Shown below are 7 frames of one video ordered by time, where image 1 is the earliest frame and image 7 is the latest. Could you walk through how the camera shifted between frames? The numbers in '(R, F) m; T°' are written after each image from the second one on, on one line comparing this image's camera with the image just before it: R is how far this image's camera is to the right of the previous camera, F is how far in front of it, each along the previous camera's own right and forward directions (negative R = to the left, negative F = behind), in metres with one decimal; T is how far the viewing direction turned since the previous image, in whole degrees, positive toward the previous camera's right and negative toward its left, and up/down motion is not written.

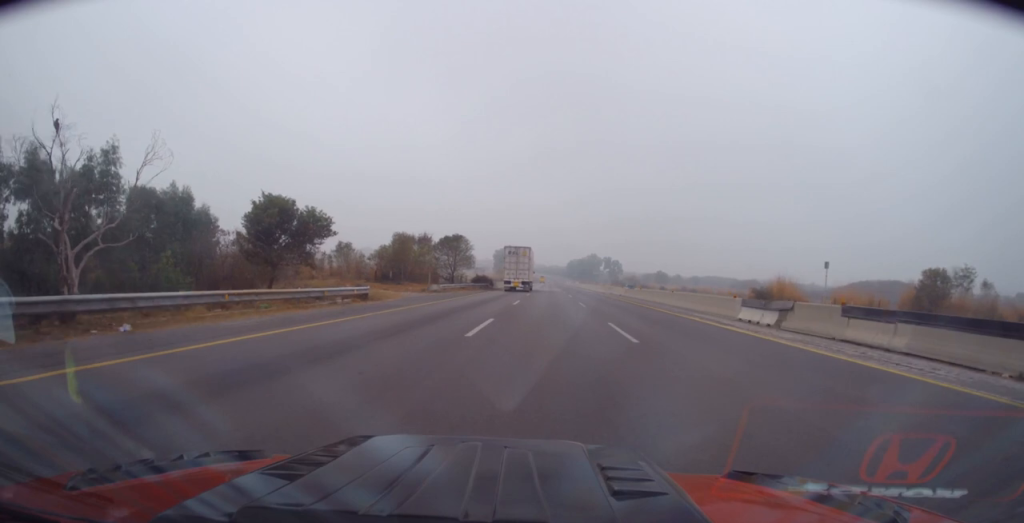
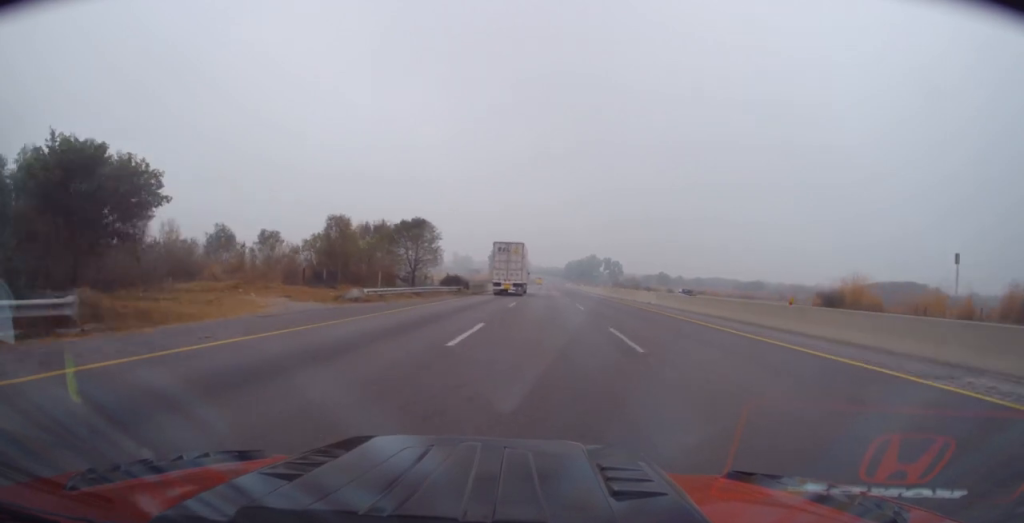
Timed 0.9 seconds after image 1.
(-0.3, +19.5) m; 0°
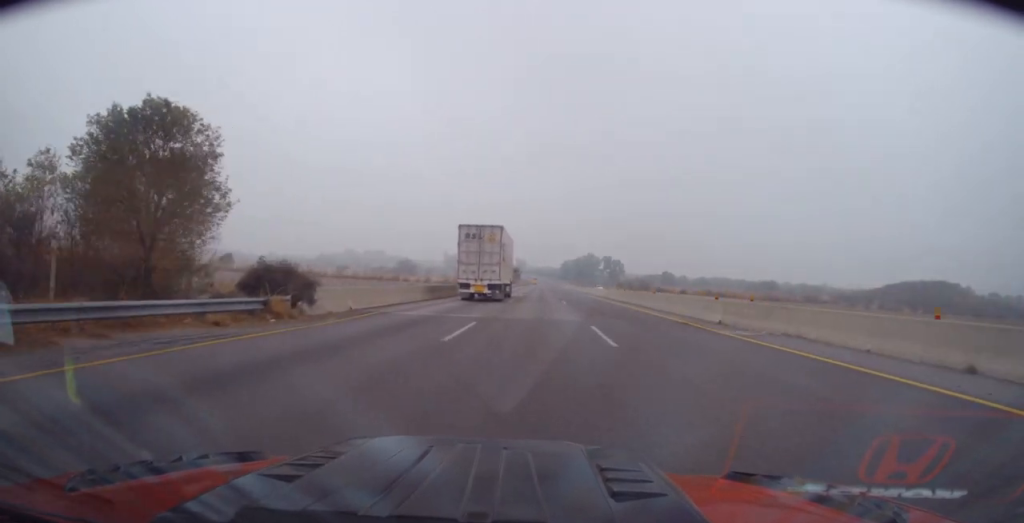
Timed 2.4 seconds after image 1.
(+0.4, +34.7) m; +1°
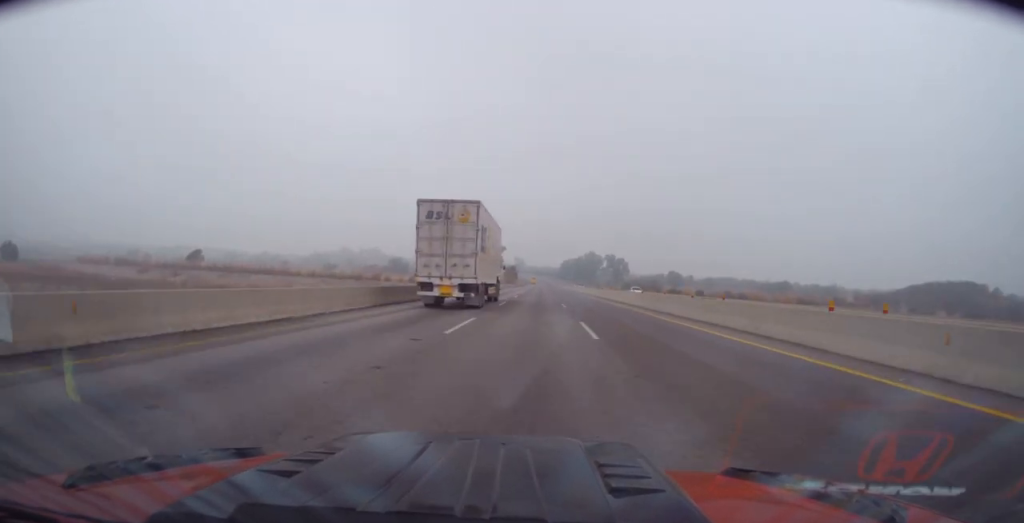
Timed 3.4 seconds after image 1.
(0.0, +23.3) m; +1°
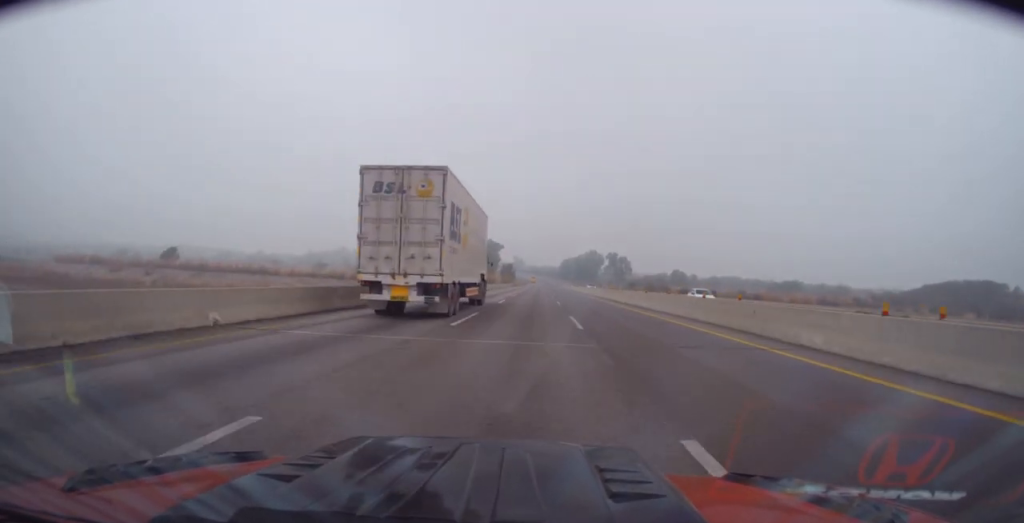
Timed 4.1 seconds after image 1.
(+0.1, +15.7) m; 0°
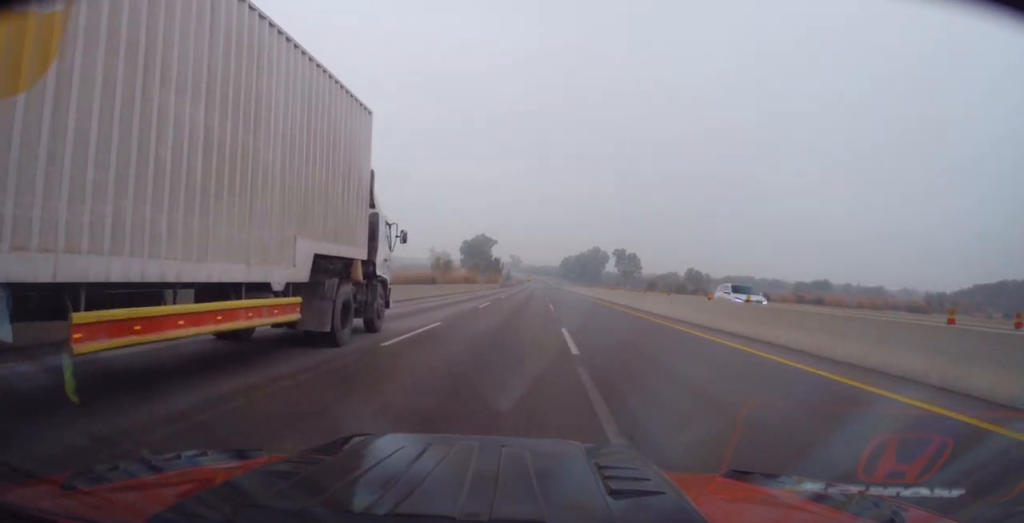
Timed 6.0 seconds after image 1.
(-0.6, +41.6) m; -2°
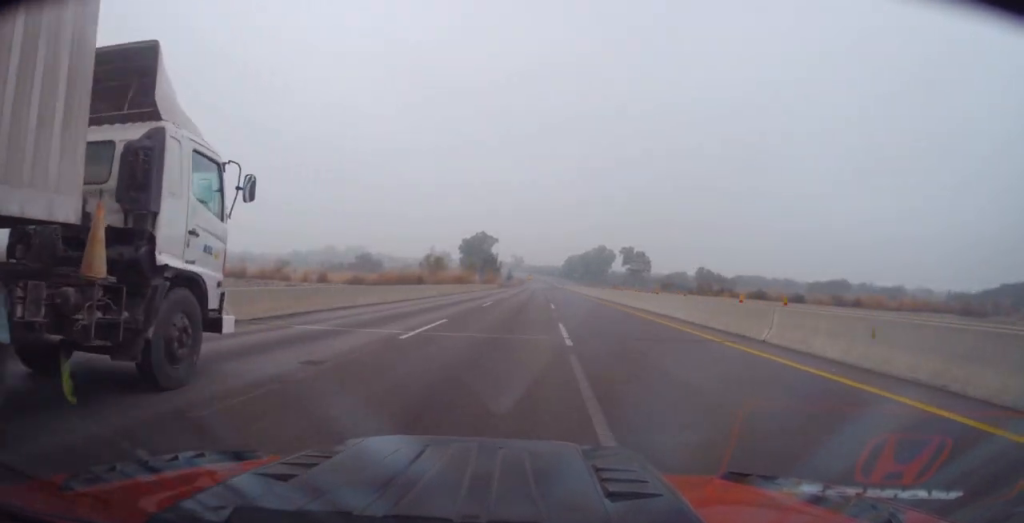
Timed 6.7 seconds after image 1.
(+0.2, +16.5) m; 0°
